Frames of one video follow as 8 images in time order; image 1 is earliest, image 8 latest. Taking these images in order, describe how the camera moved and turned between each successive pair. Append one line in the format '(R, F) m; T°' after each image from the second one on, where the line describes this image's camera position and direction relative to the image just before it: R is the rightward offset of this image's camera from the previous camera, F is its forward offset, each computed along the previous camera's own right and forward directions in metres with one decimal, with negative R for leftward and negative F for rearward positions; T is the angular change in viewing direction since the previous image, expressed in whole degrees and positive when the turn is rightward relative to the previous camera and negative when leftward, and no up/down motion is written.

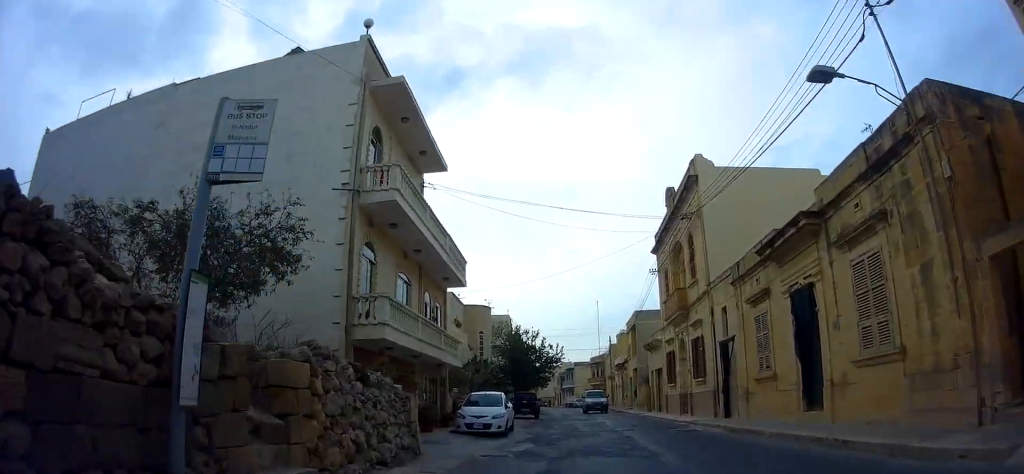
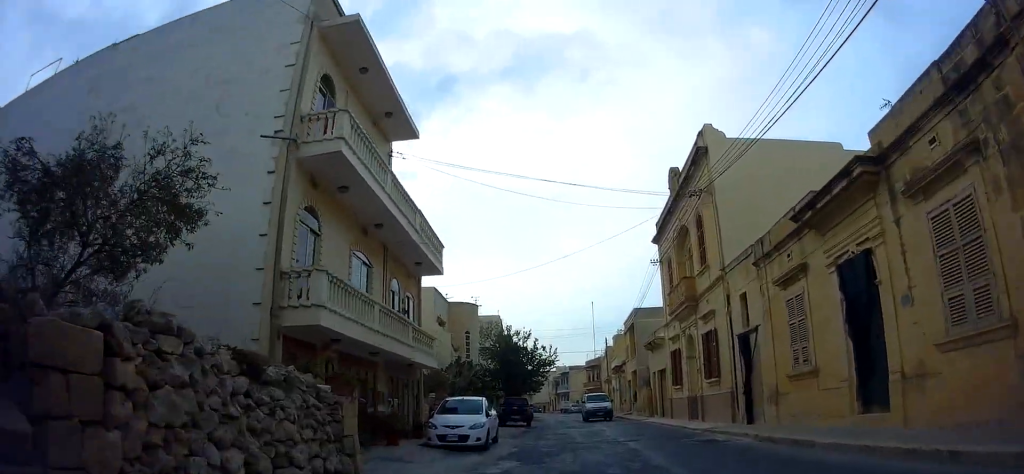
(0.0, +3.0) m; 0°
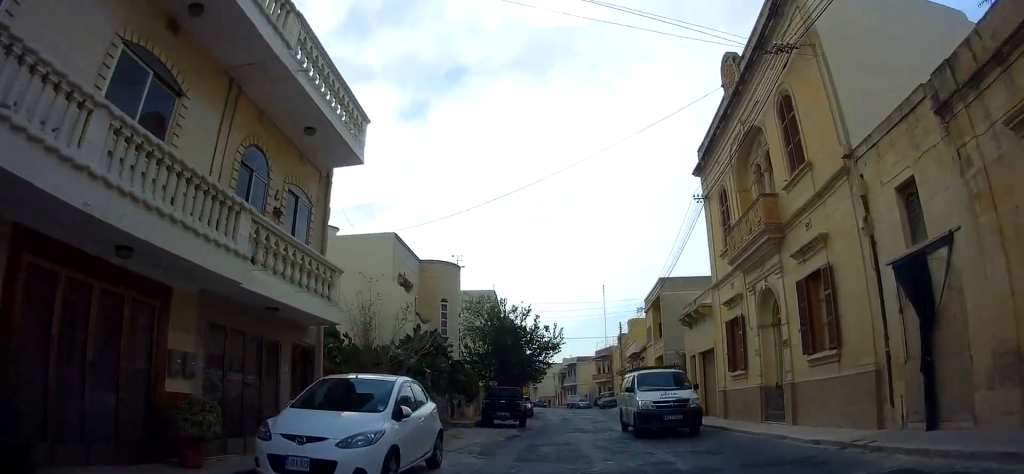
(-0.1, +8.7) m; 0°
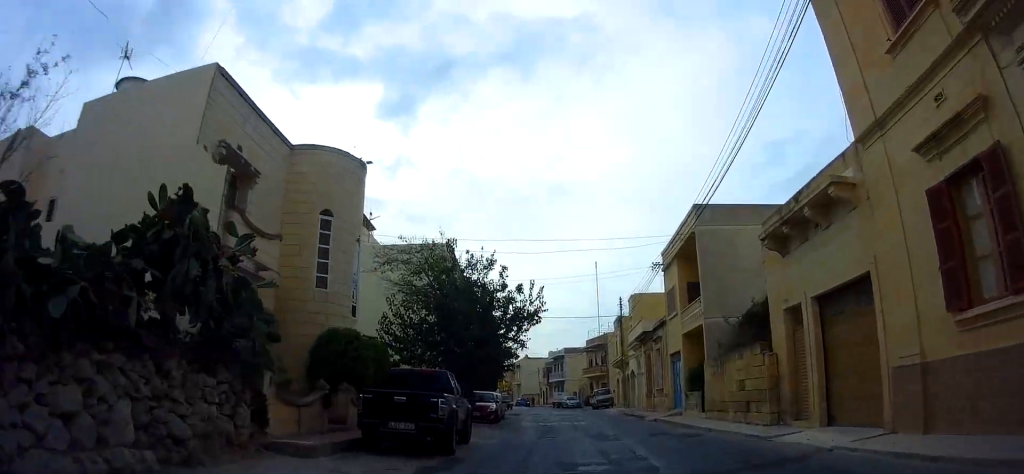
(0.0, +12.6) m; 0°
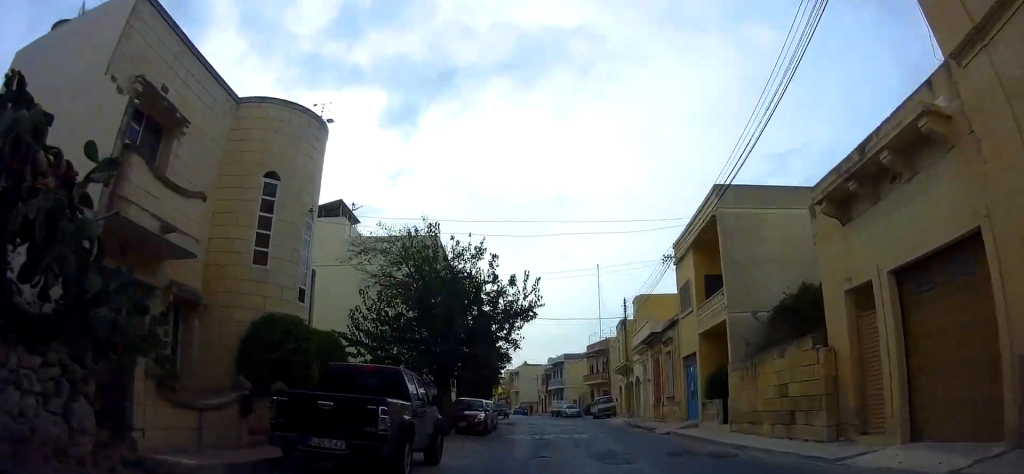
(+0.1, +3.2) m; 0°
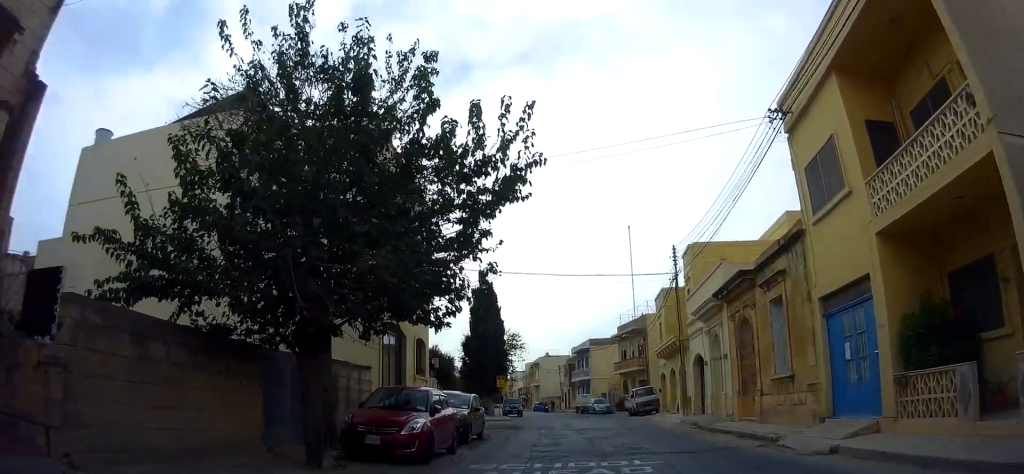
(-0.2, +12.0) m; -1°
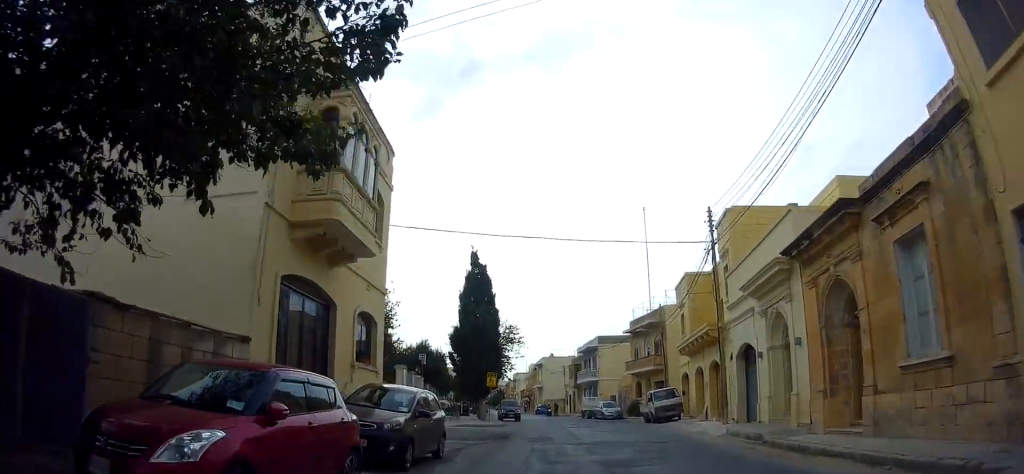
(+0.1, +6.6) m; -2°
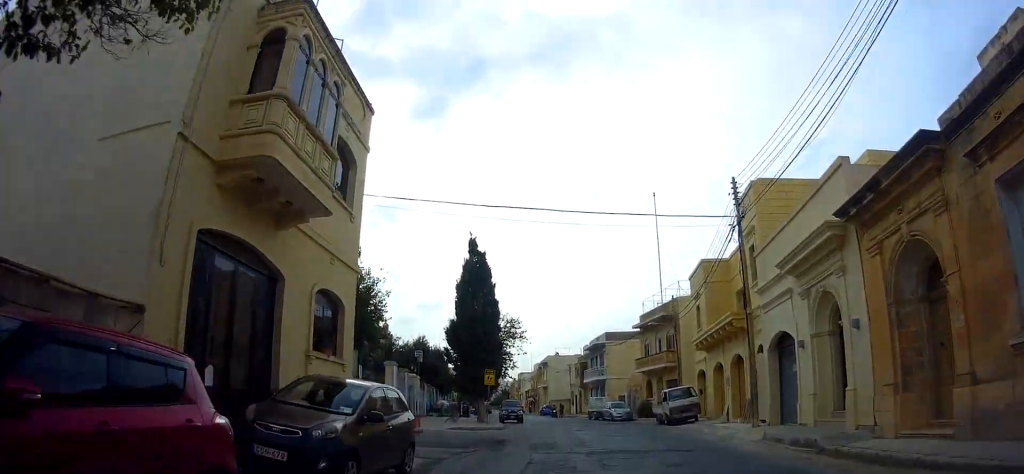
(+0.2, +3.0) m; -3°
